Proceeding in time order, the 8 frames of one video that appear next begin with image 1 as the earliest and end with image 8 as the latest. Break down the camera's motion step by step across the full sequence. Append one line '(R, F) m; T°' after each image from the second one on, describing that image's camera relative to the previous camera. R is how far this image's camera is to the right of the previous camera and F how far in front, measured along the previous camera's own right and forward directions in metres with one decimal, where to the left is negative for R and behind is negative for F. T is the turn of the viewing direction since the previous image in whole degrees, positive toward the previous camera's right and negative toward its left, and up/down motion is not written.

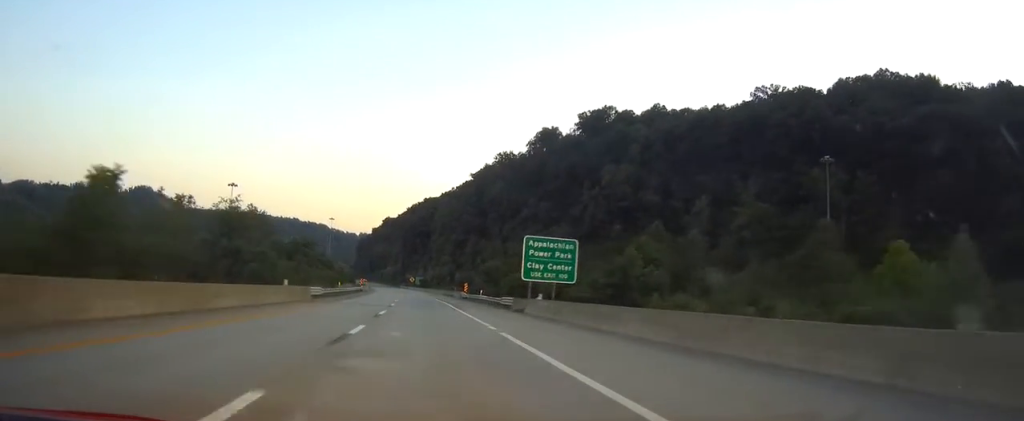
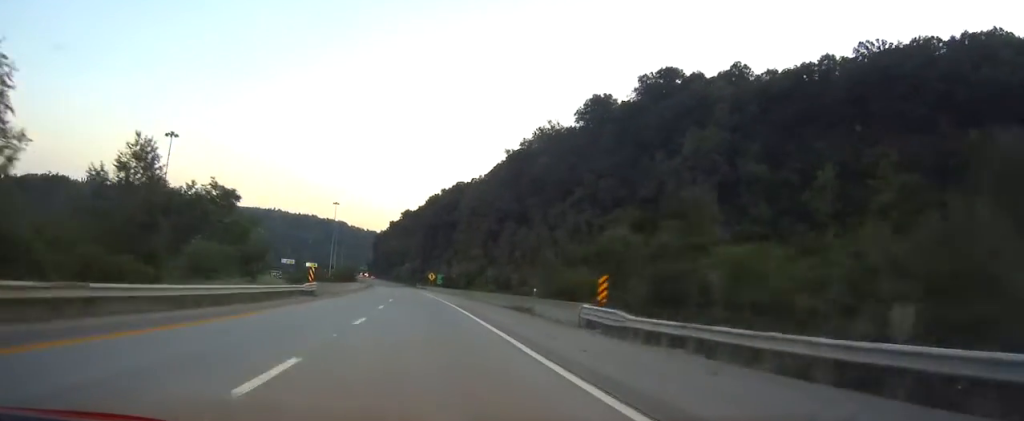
(-1.0, +58.4) m; -2°
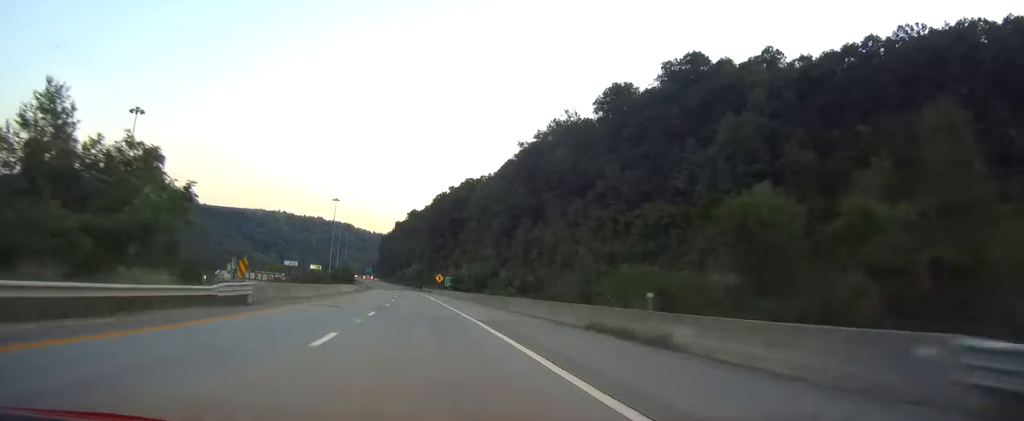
(-0.2, +19.2) m; -1°
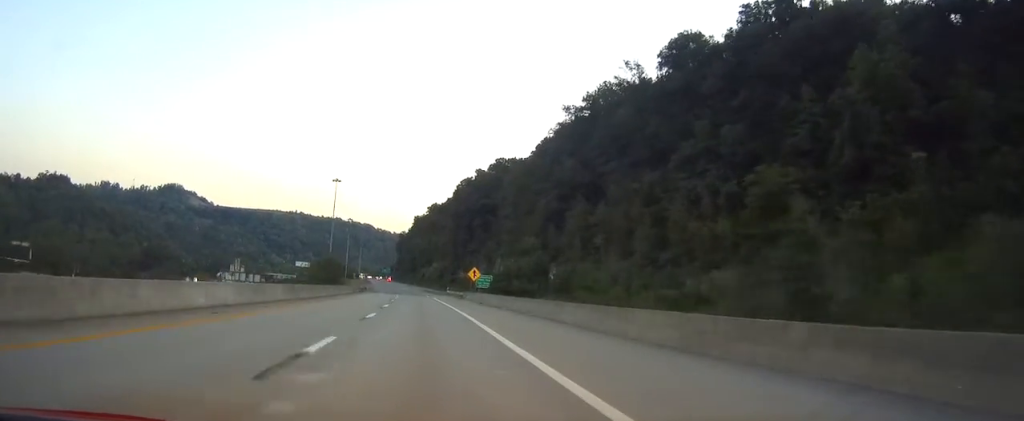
(-0.6, +50.8) m; -1°
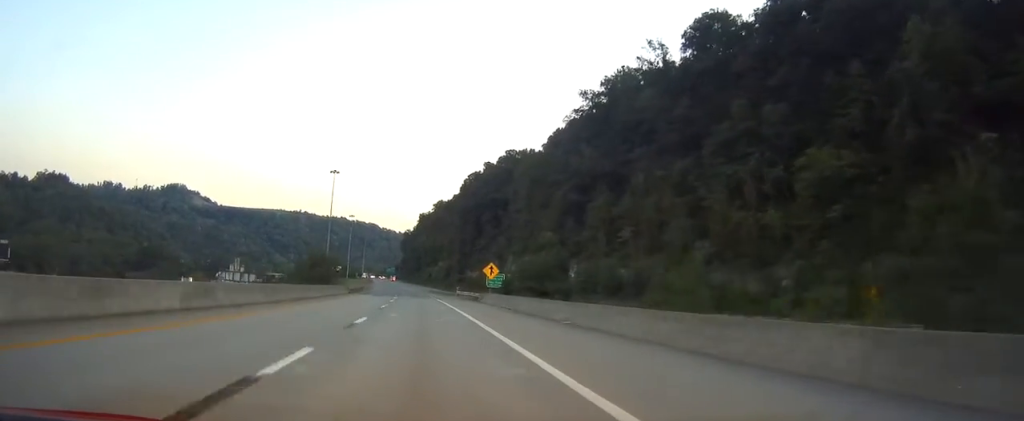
(-0.1, +15.8) m; 0°
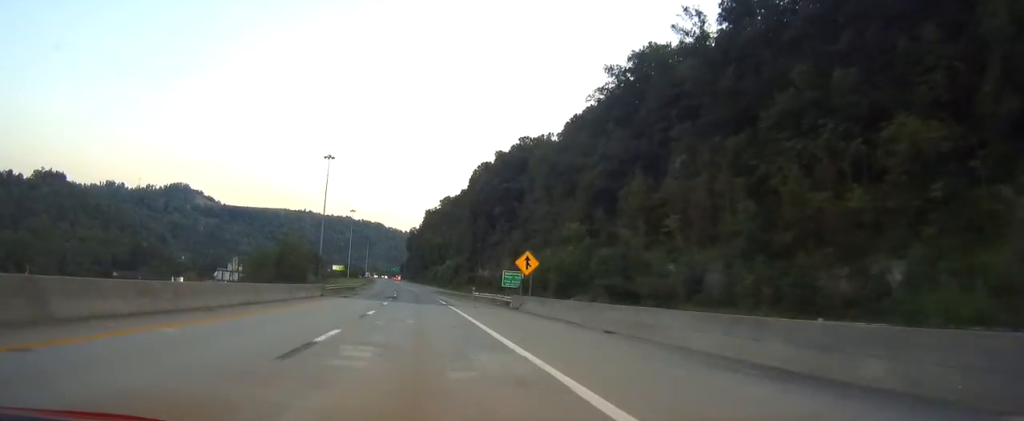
(-0.1, +21.4) m; -1°
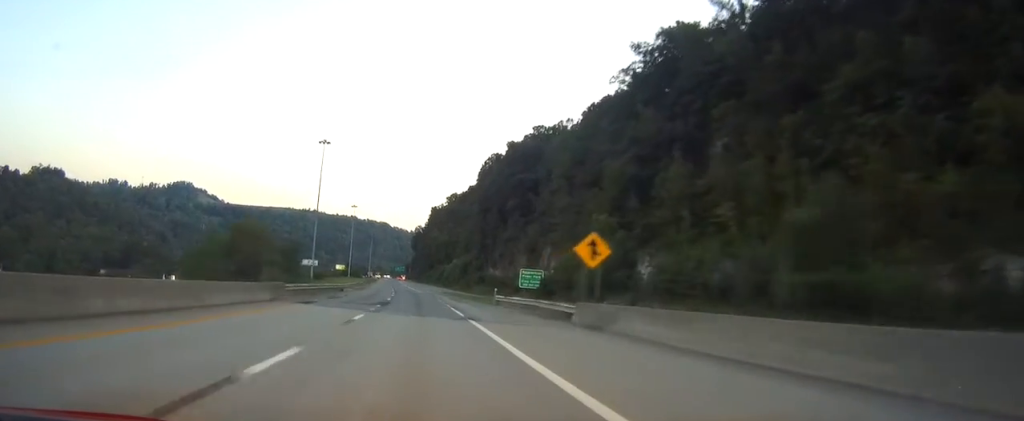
(0.0, +17.9) m; 0°
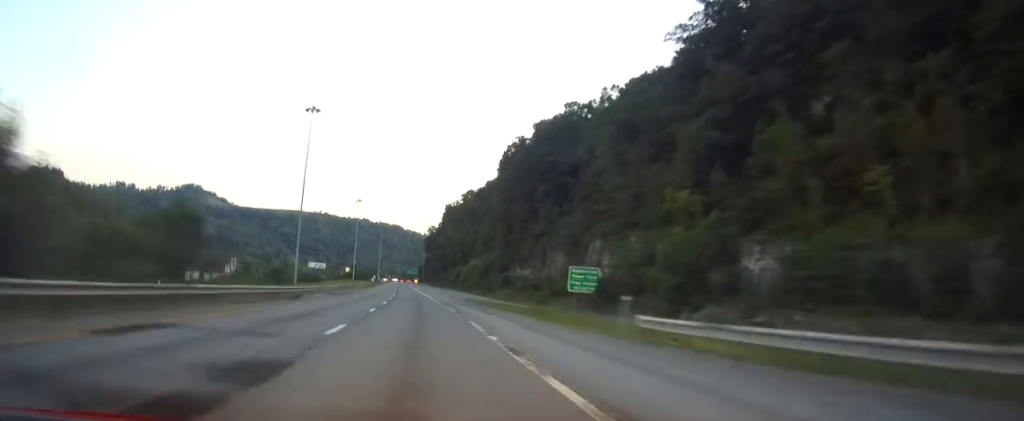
(-0.3, +31.4) m; -1°
